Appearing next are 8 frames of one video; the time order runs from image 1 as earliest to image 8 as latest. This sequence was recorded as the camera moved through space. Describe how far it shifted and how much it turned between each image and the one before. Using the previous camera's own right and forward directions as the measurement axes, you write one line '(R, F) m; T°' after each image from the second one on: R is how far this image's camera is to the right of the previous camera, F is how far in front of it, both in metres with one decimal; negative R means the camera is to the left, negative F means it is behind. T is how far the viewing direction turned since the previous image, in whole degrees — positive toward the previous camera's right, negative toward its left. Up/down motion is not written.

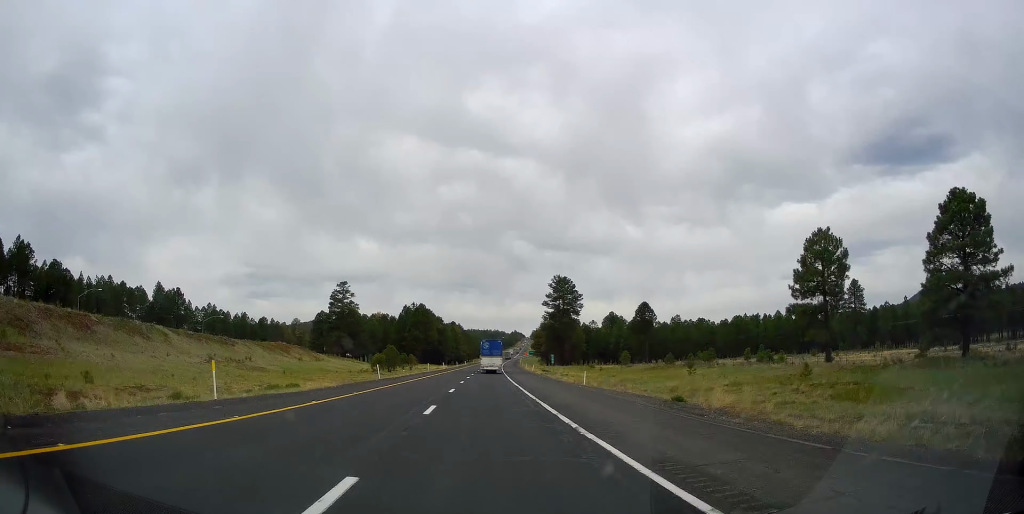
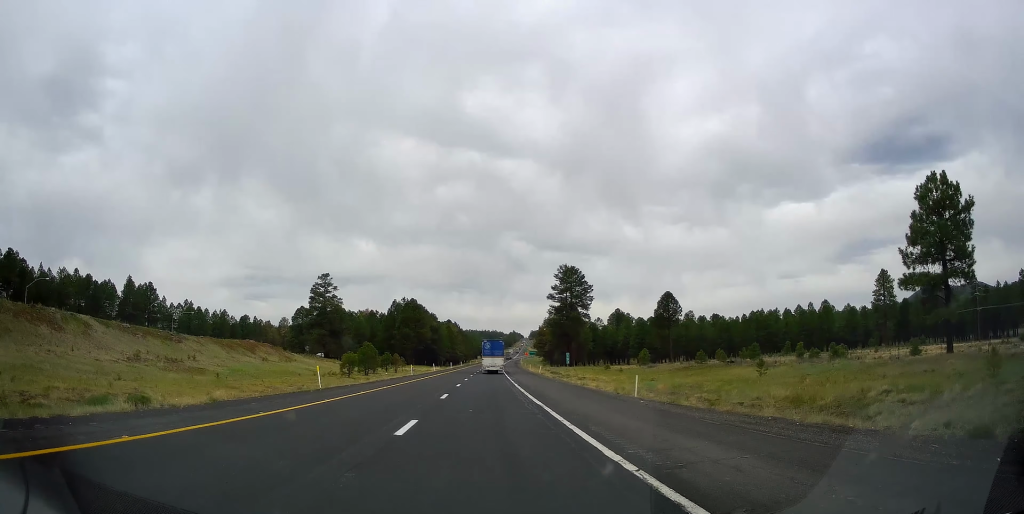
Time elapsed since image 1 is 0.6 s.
(+0.1, +13.5) m; 0°
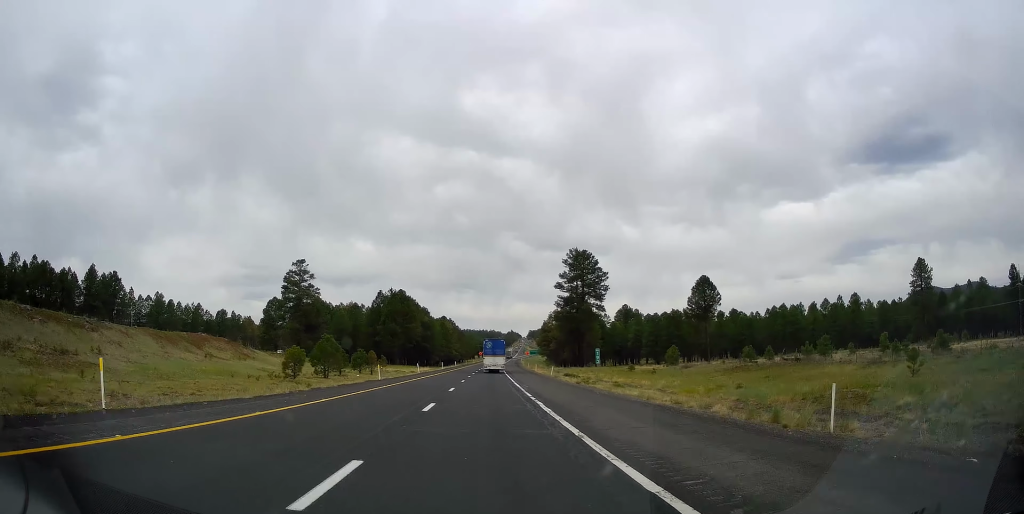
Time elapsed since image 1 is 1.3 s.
(0.0, +16.5) m; 0°
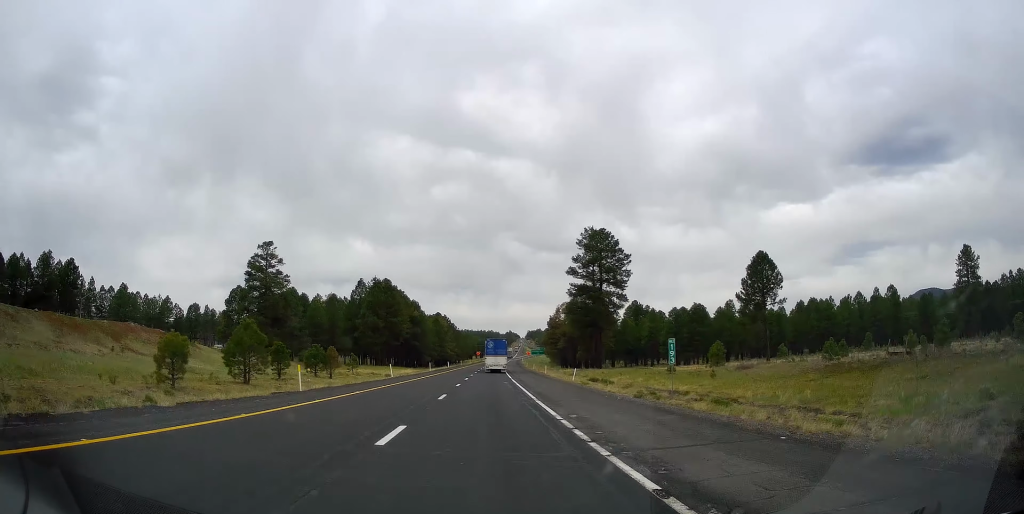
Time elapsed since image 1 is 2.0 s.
(-0.1, +17.9) m; 0°
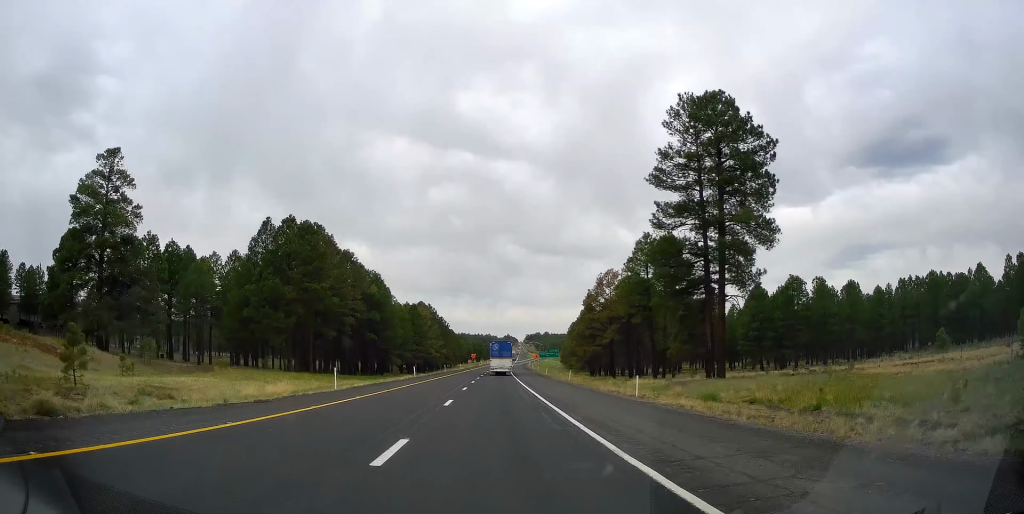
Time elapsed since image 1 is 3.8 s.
(+0.2, +49.0) m; +1°
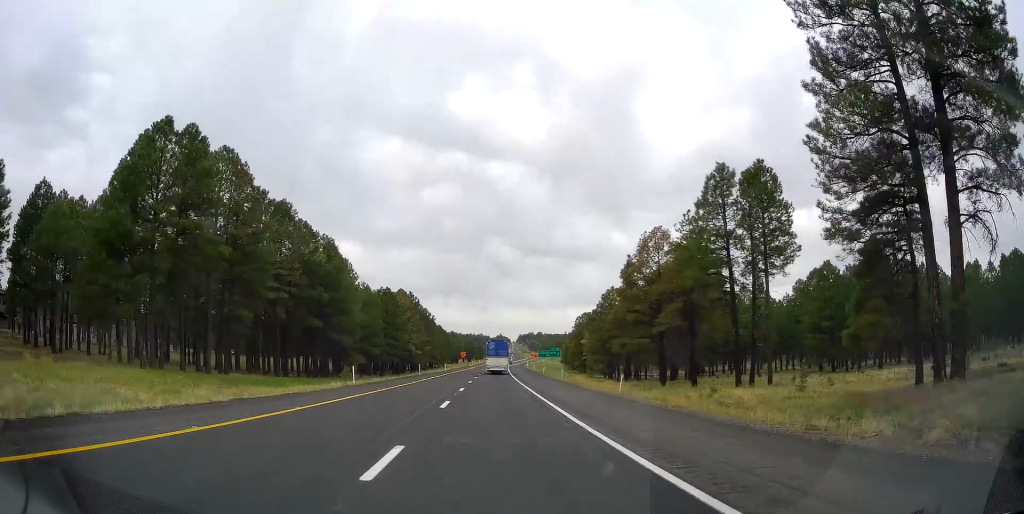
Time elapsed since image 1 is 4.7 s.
(+0.3, +25.5) m; 0°
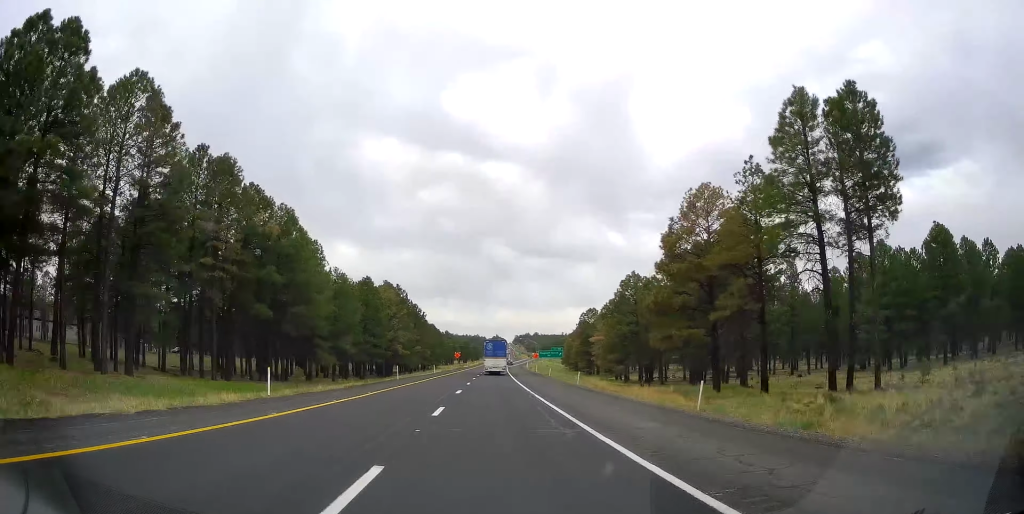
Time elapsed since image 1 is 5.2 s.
(0.0, +13.8) m; -1°
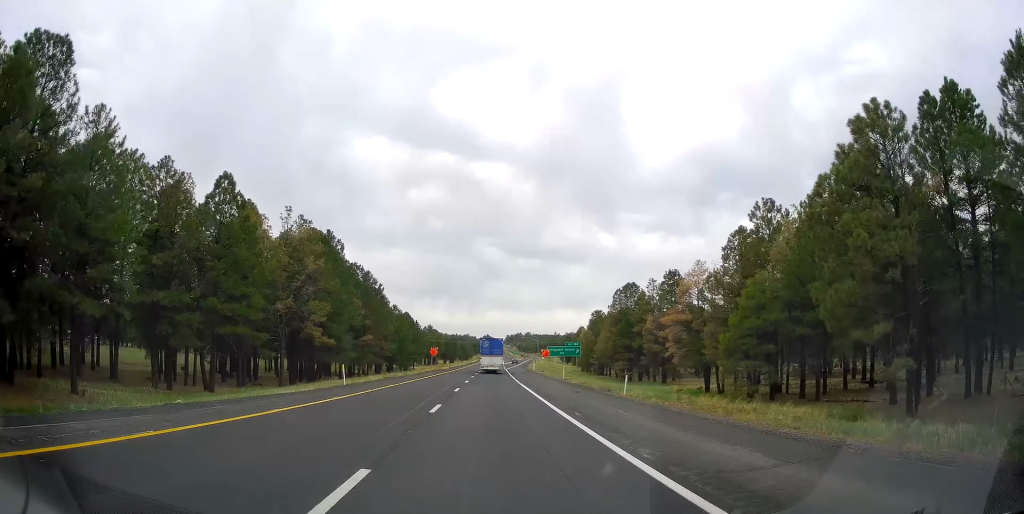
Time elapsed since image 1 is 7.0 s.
(-0.1, +48.5) m; +2°
